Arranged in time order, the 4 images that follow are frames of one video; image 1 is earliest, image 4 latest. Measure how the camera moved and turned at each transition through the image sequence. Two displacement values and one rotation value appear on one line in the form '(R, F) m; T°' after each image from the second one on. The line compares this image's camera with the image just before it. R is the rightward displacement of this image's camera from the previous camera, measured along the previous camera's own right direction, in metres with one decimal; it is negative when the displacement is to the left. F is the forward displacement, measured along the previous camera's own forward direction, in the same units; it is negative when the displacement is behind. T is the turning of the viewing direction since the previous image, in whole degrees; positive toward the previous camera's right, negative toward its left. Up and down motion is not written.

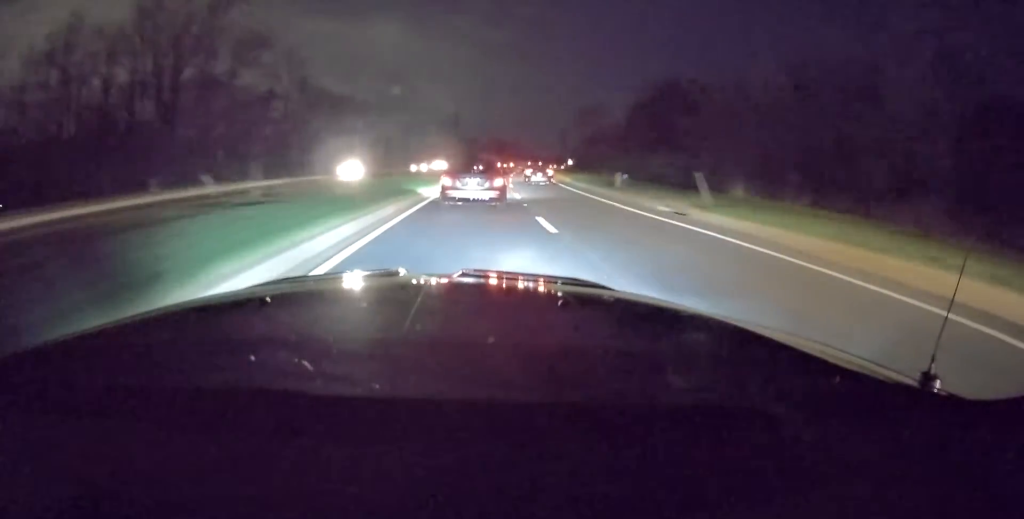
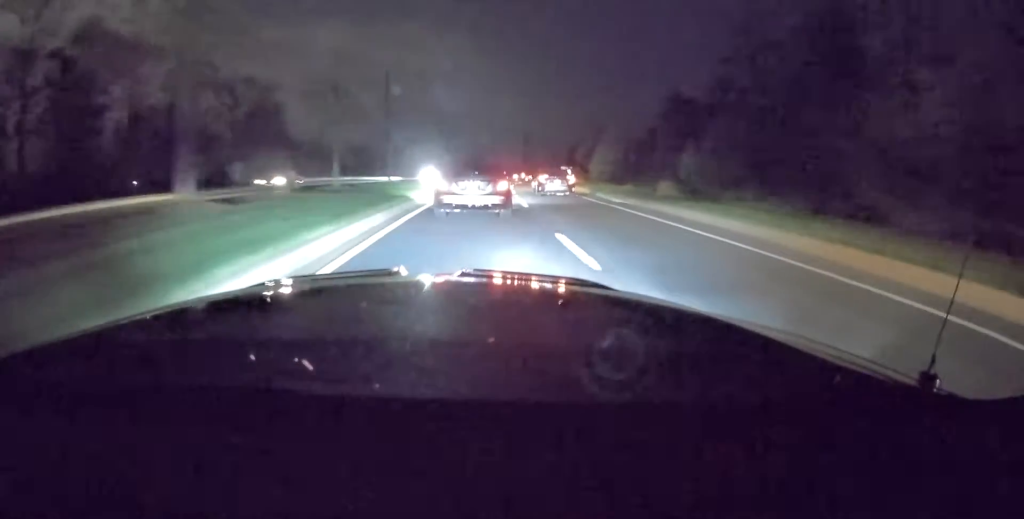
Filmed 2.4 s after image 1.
(+3.1, +68.2) m; +4°
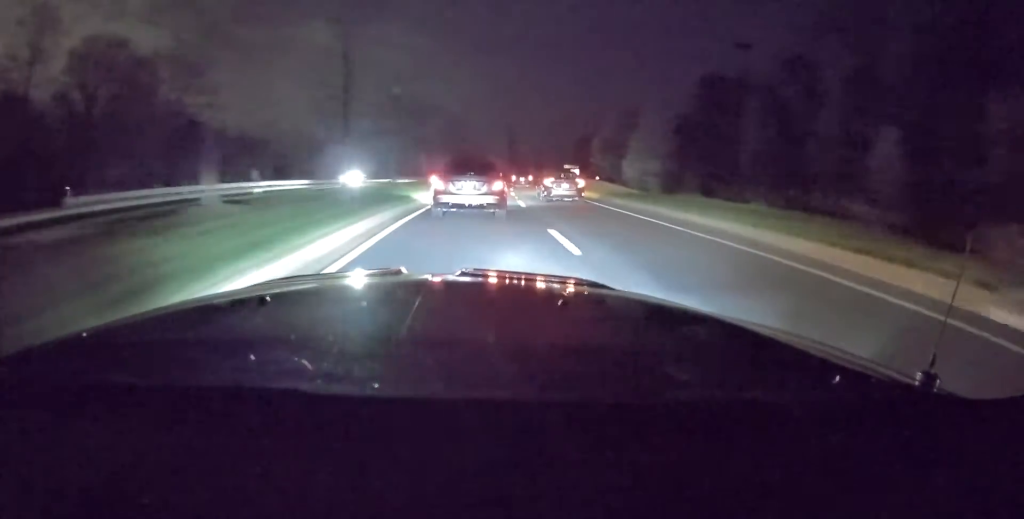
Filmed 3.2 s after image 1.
(+0.3, +23.0) m; +2°
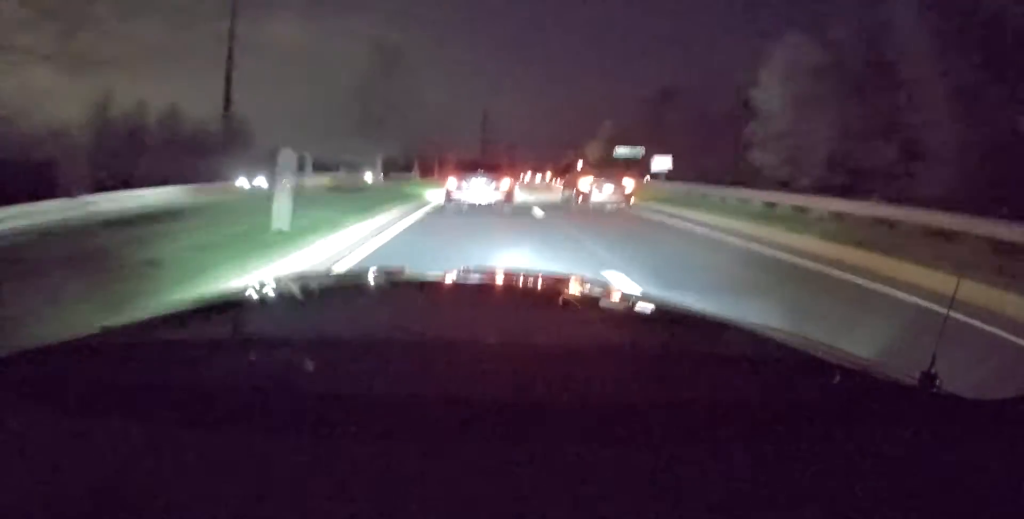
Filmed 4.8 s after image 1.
(+1.8, +41.5) m; +3°
